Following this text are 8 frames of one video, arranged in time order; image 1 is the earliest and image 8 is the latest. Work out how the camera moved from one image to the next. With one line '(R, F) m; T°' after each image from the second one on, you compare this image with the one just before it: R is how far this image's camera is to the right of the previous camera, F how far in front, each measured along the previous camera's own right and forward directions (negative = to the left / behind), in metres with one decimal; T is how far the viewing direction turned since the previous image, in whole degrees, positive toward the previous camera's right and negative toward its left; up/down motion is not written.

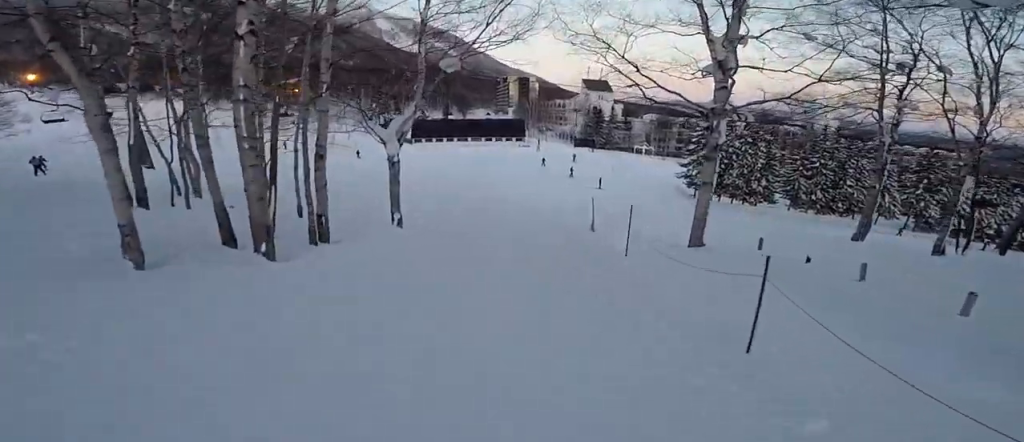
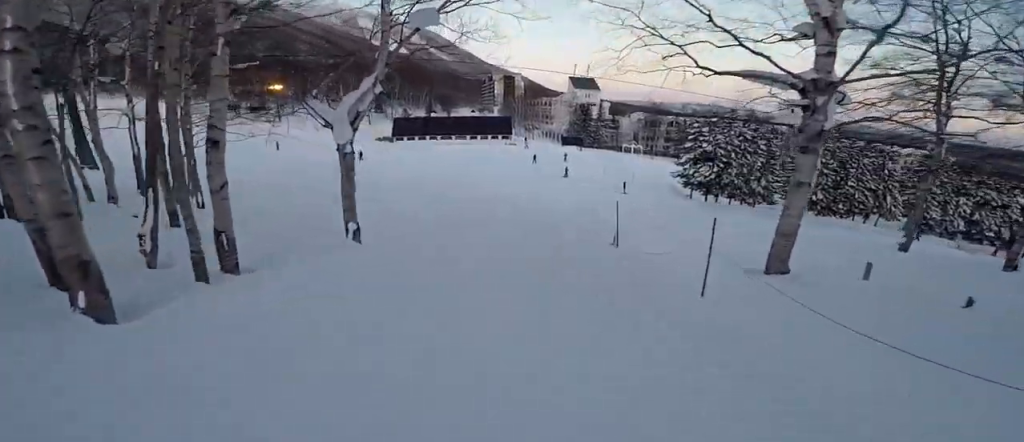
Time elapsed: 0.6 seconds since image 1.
(-0.1, +4.5) m; -4°
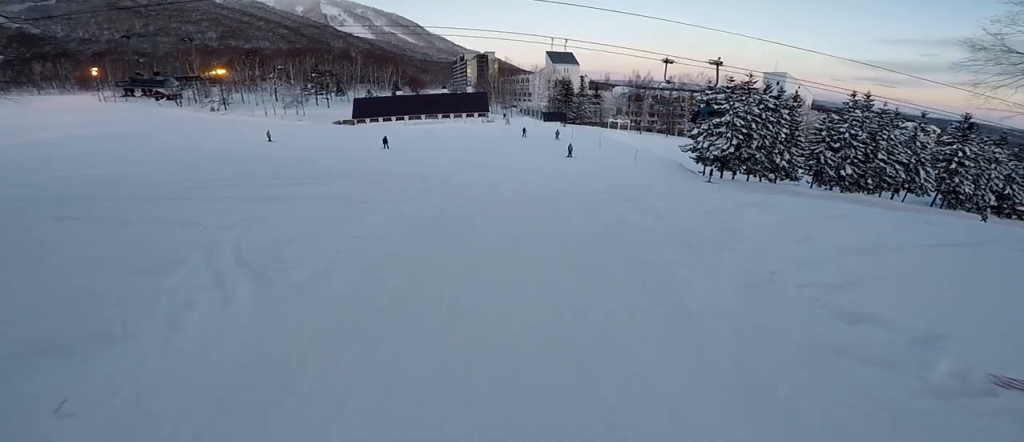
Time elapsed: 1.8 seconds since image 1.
(-0.6, +10.0) m; +11°
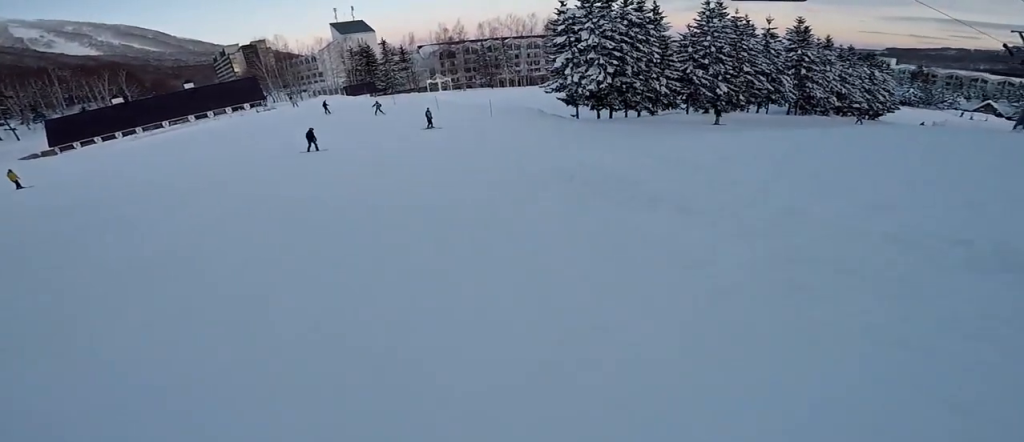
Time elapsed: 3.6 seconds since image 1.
(+4.1, +15.4) m; +22°
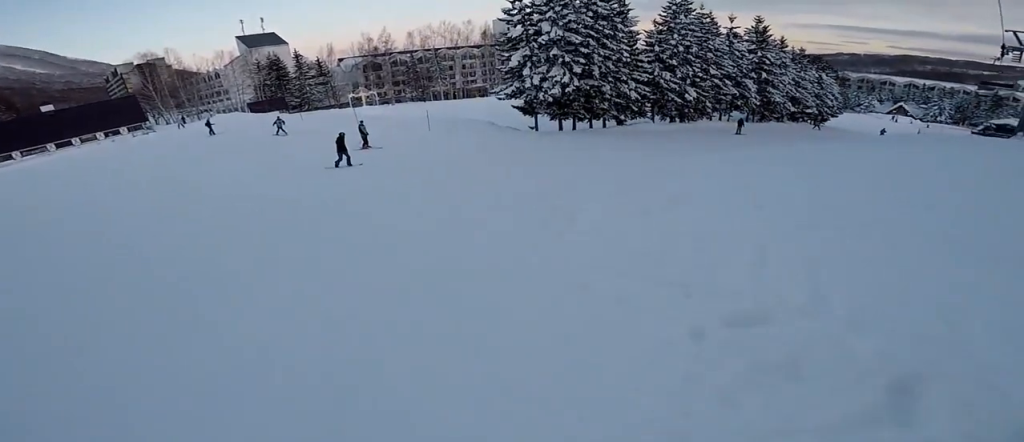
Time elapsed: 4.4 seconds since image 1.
(+0.8, +7.3) m; +20°
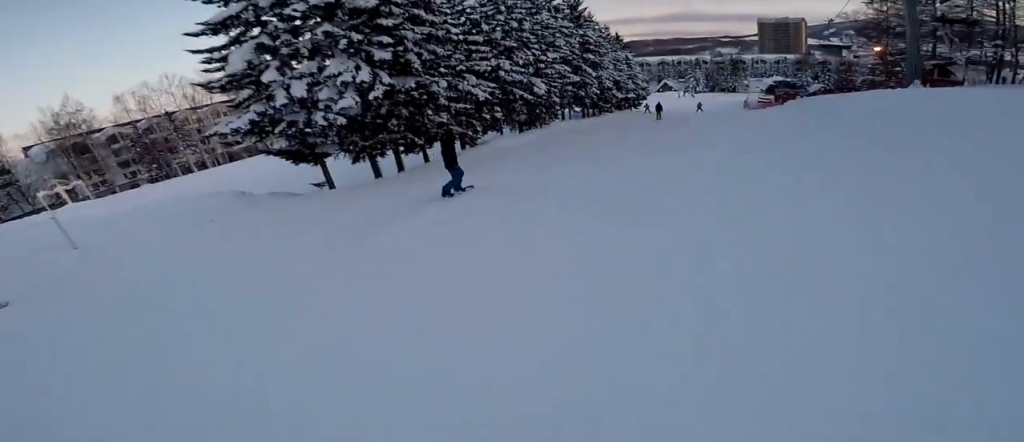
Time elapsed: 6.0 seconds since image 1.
(+4.6, +12.2) m; +25°
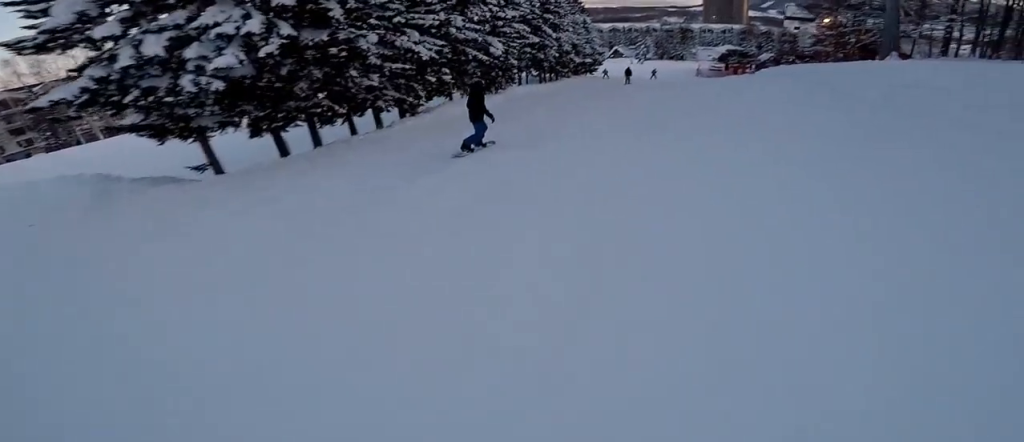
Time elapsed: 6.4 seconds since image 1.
(-0.4, +3.4) m; 0°
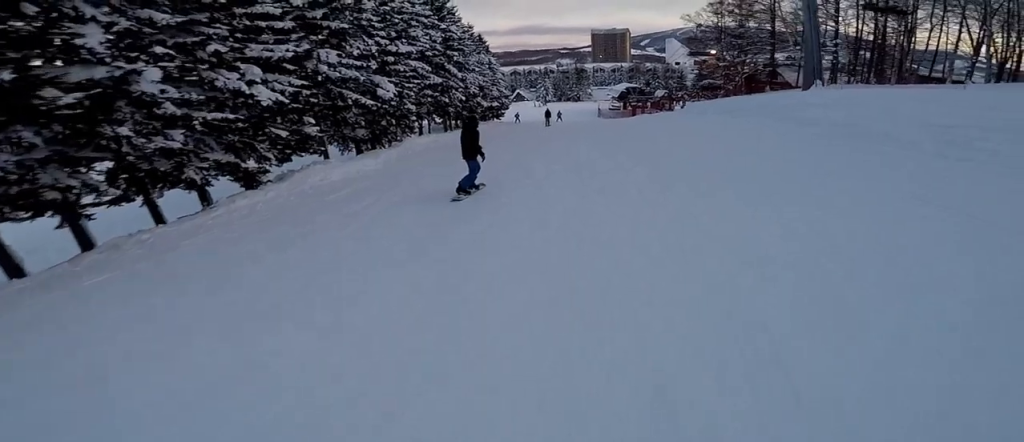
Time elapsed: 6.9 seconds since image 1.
(-0.3, +5.0) m; +2°
